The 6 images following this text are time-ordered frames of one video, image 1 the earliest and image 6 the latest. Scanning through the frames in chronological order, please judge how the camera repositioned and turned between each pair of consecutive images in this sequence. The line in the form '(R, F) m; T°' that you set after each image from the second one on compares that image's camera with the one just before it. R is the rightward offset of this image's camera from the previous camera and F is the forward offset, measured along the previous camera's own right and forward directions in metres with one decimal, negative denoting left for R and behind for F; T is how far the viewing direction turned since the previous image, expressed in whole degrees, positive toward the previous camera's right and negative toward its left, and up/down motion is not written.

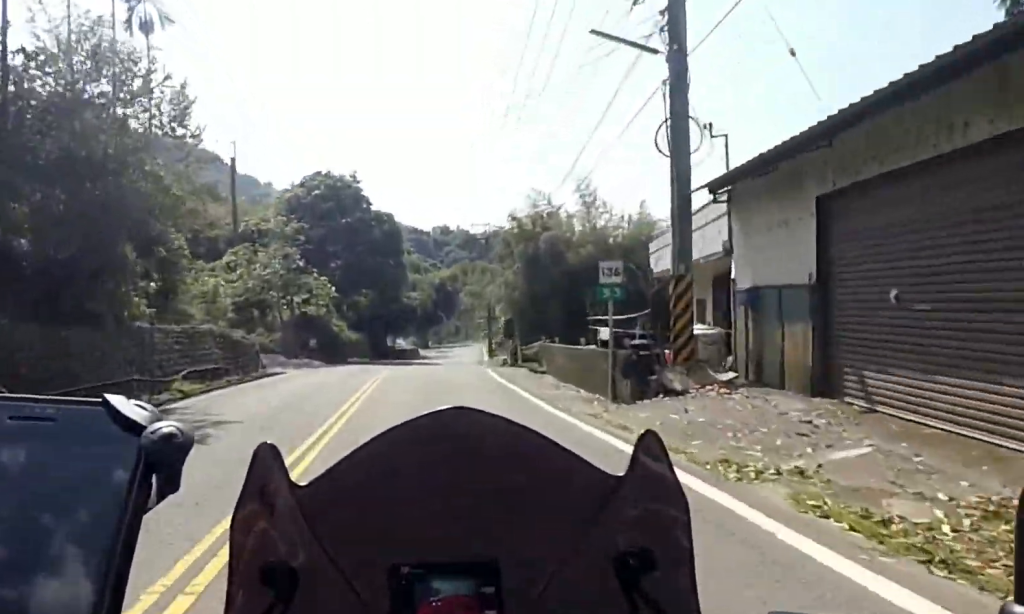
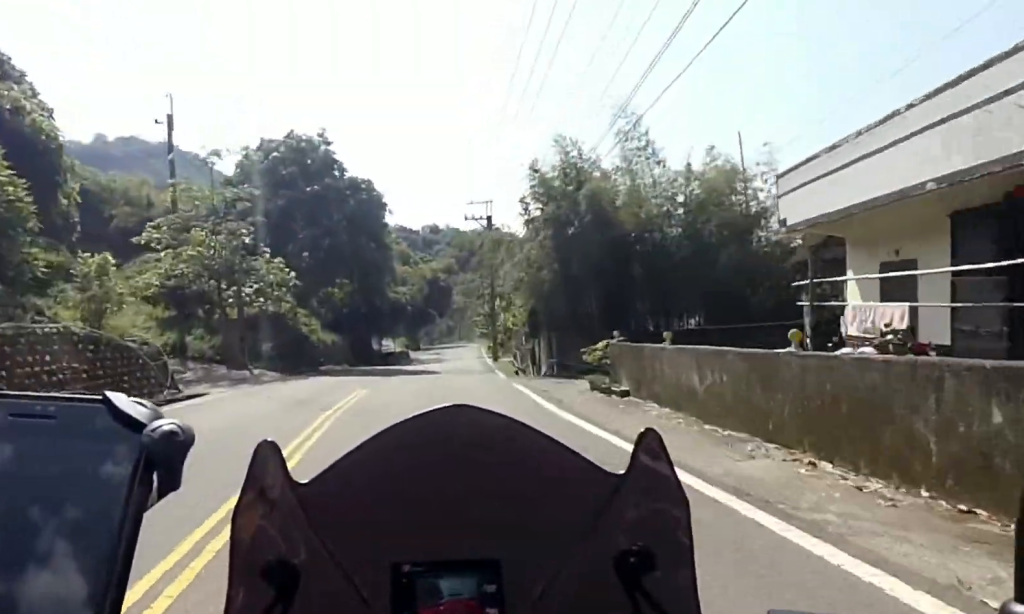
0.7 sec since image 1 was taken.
(+0.4, +8.2) m; 0°
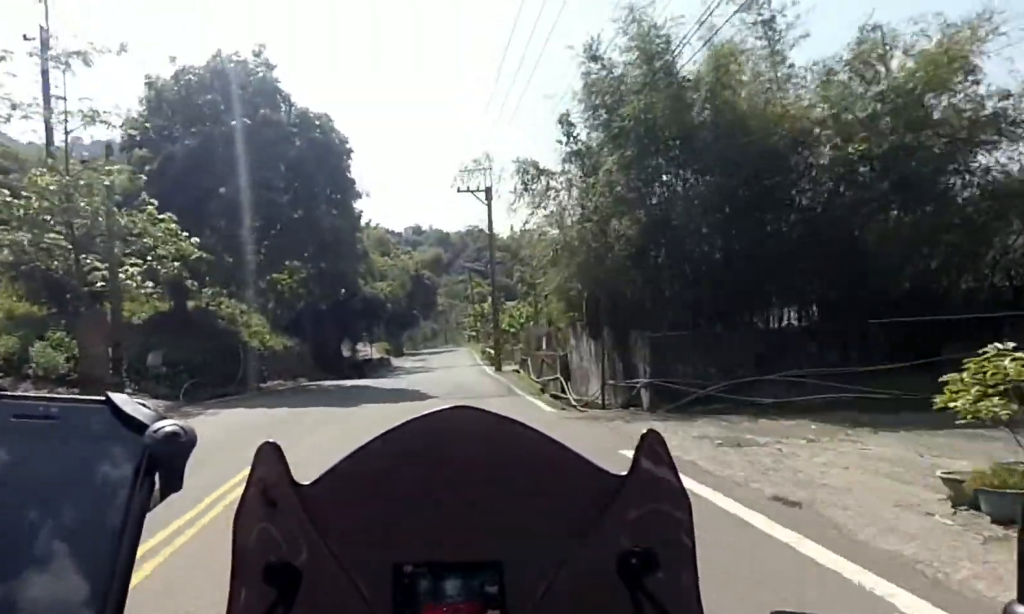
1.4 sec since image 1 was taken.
(-0.4, +9.4) m; -2°
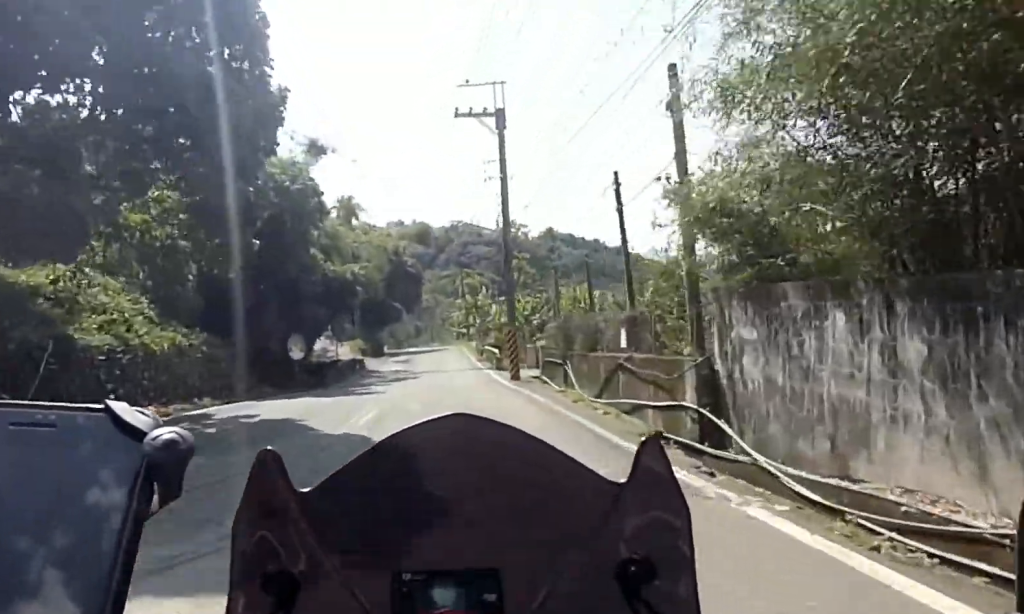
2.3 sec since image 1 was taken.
(-0.2, +11.4) m; 0°
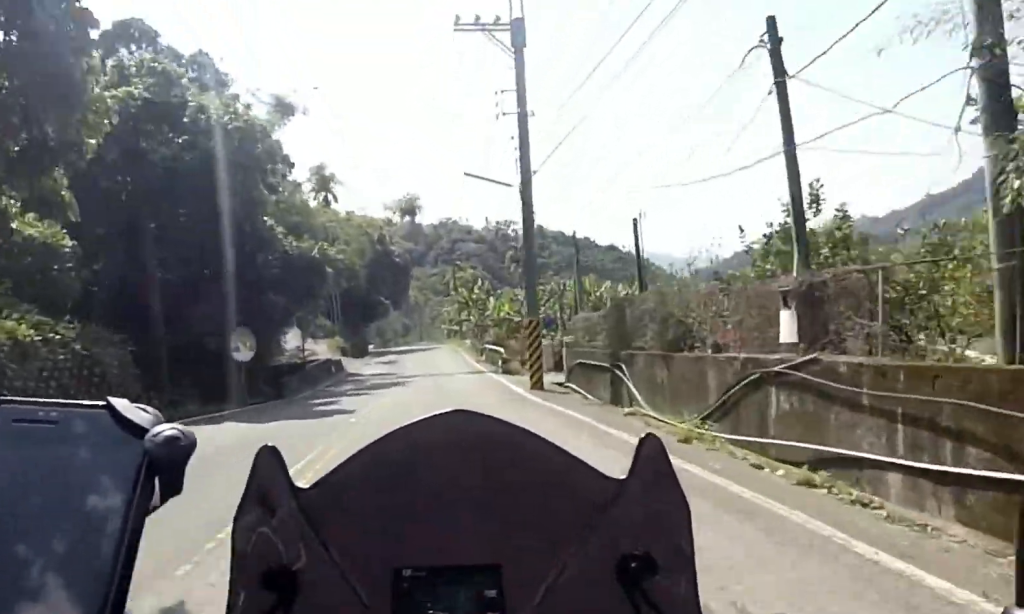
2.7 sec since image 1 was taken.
(-0.1, +6.6) m; +1°
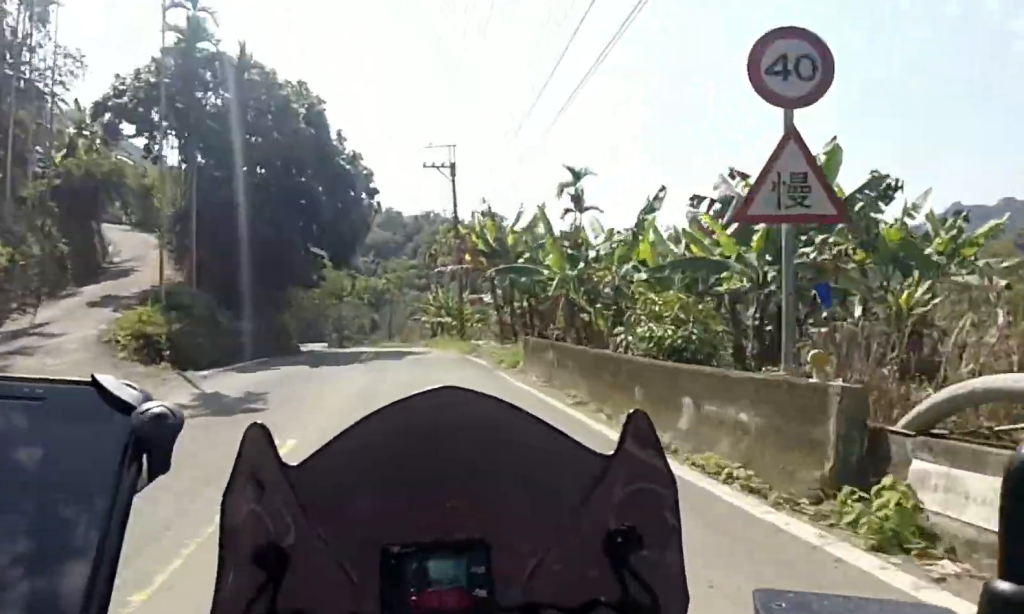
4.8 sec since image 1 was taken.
(+1.1, +32.3) m; +2°
